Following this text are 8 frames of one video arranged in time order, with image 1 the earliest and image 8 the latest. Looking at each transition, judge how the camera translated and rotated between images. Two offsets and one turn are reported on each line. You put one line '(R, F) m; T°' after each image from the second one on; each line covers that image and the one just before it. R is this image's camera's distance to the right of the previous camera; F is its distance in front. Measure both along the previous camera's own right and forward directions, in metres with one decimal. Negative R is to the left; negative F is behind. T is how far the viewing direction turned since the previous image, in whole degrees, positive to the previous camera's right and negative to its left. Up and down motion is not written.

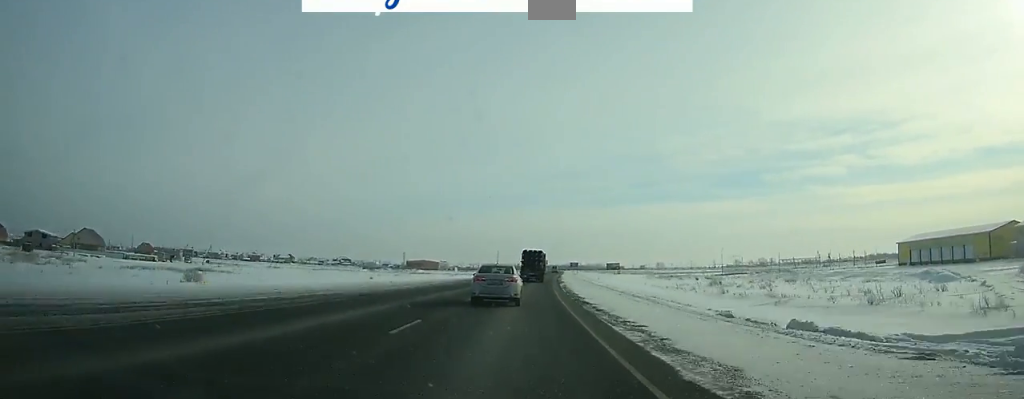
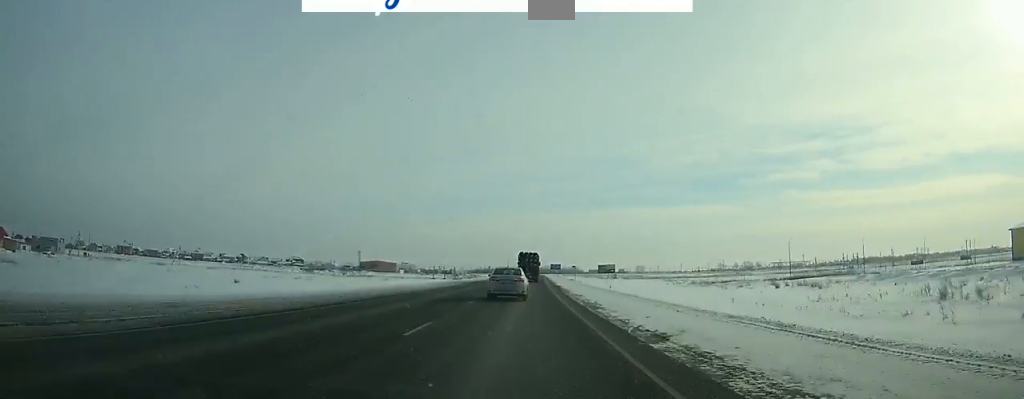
(+1.0, +61.2) m; +2°
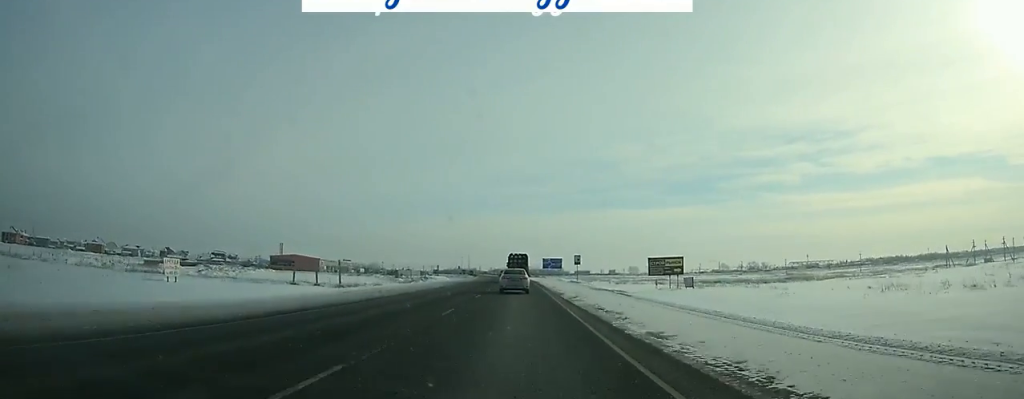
(+1.4, +115.6) m; +1°
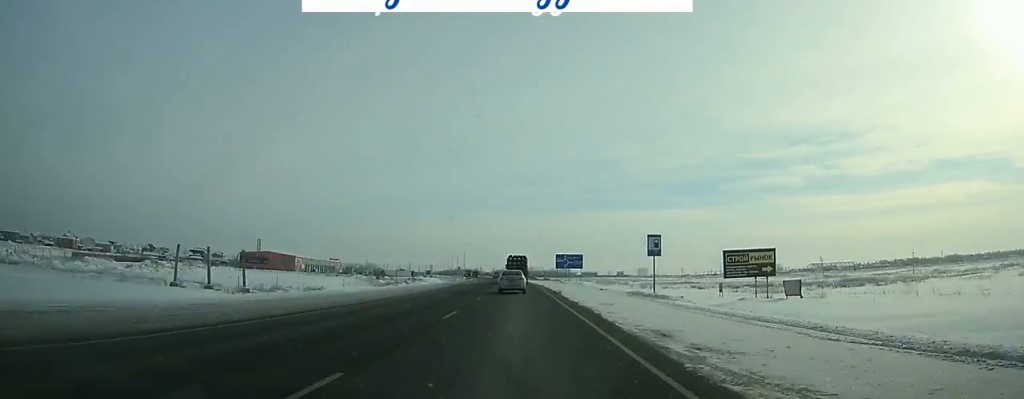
(-0.2, +37.1) m; -1°
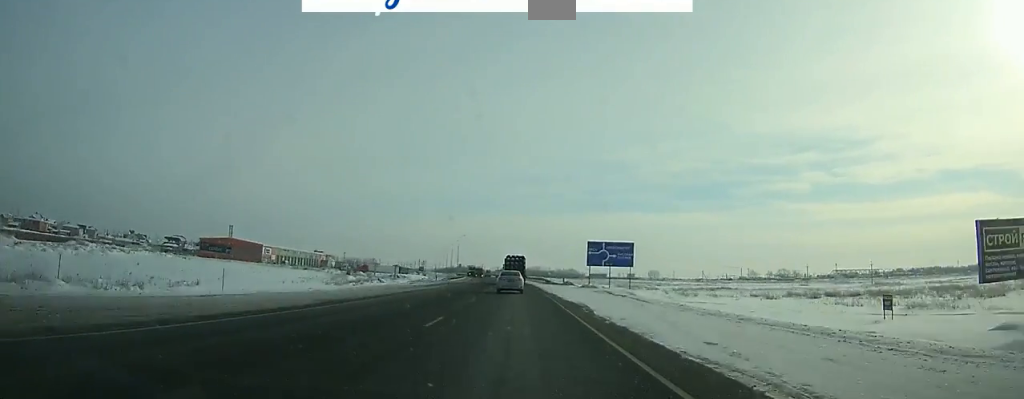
(-0.3, +39.3) m; -1°
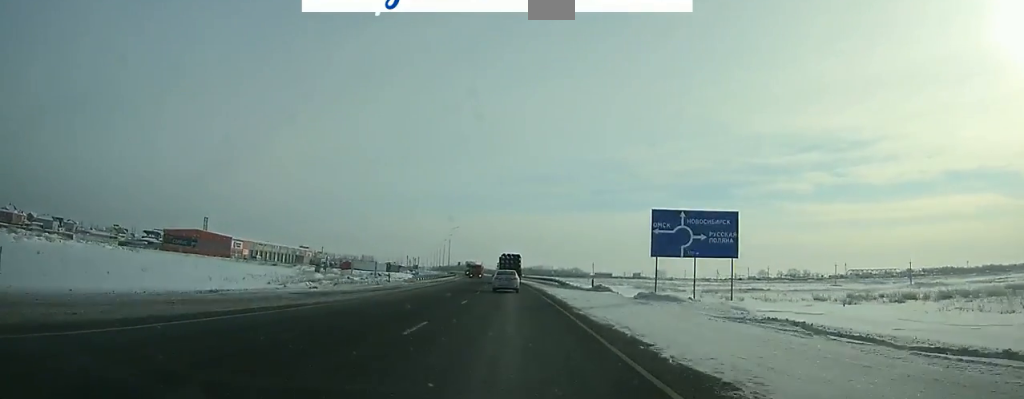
(+0.1, +26.4) m; -1°
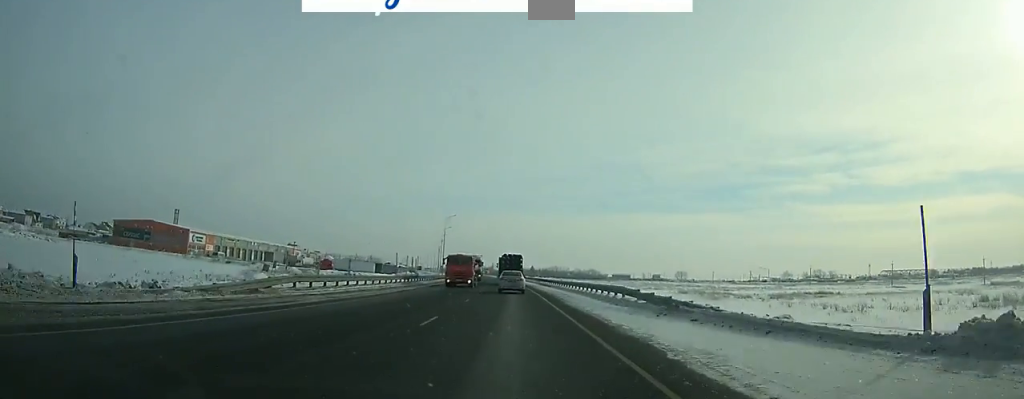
(-0.6, +34.0) m; -1°
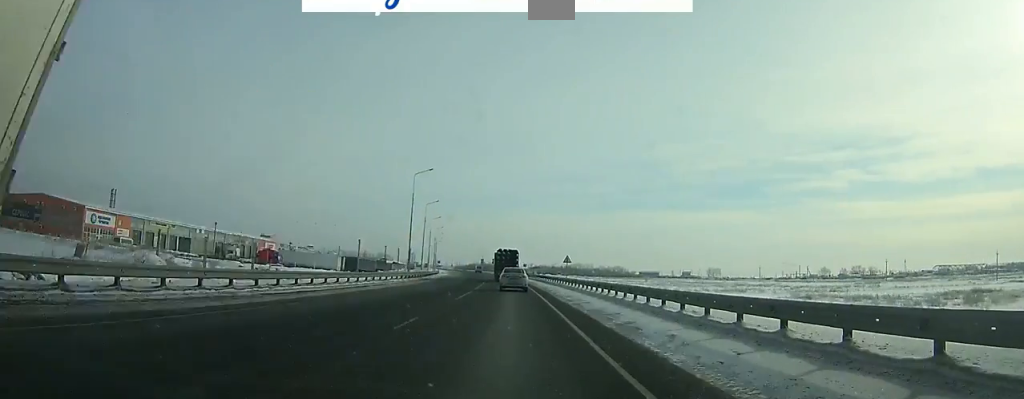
(-0.8, +48.8) m; -2°
